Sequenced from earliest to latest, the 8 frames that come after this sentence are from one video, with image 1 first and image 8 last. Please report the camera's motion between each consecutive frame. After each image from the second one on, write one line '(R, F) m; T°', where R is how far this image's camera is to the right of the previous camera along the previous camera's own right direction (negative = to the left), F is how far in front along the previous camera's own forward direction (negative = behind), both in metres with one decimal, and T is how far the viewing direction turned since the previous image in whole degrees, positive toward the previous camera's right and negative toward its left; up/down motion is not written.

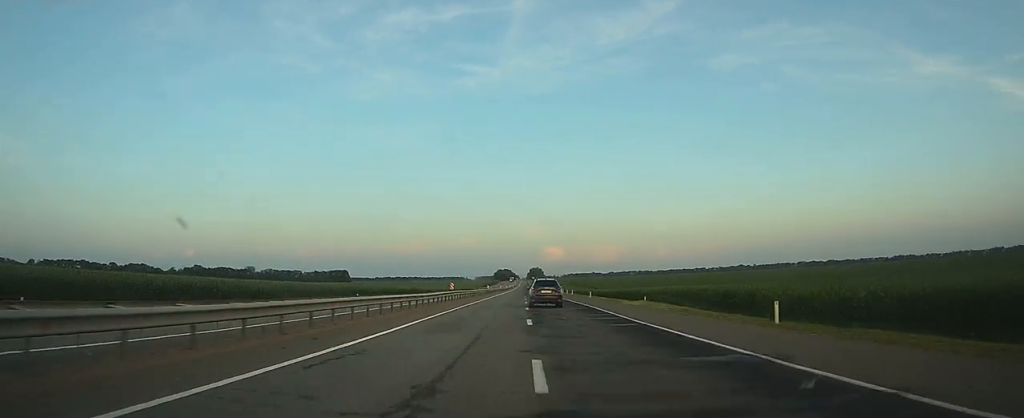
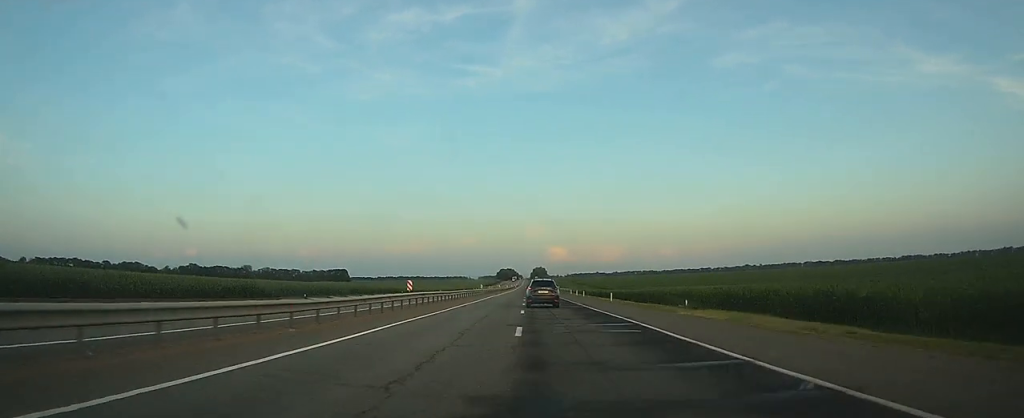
(0.0, +16.5) m; 0°
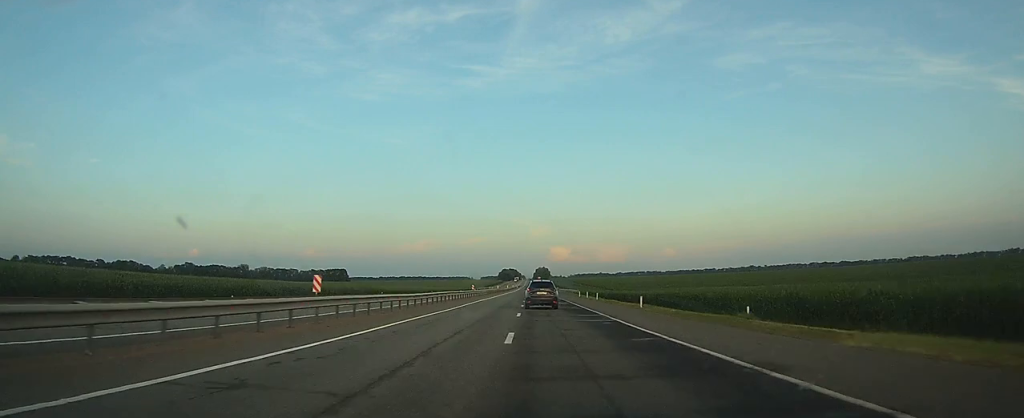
(0.0, +13.5) m; 0°
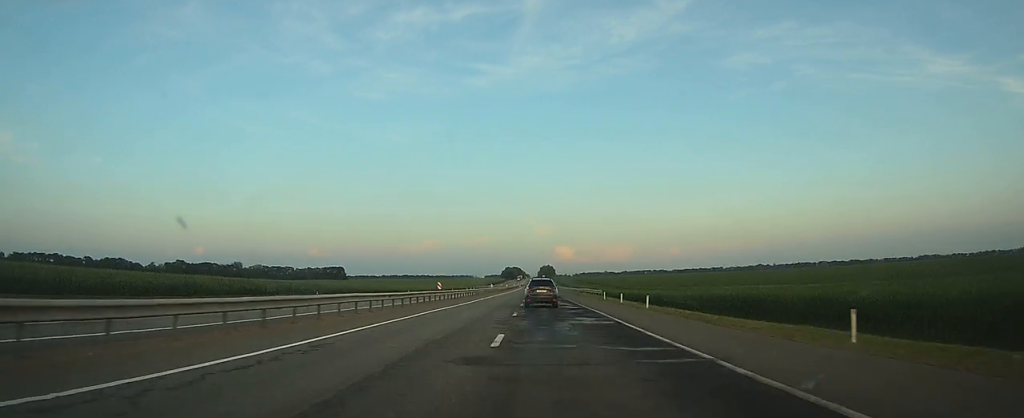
(0.0, +24.9) m; 0°
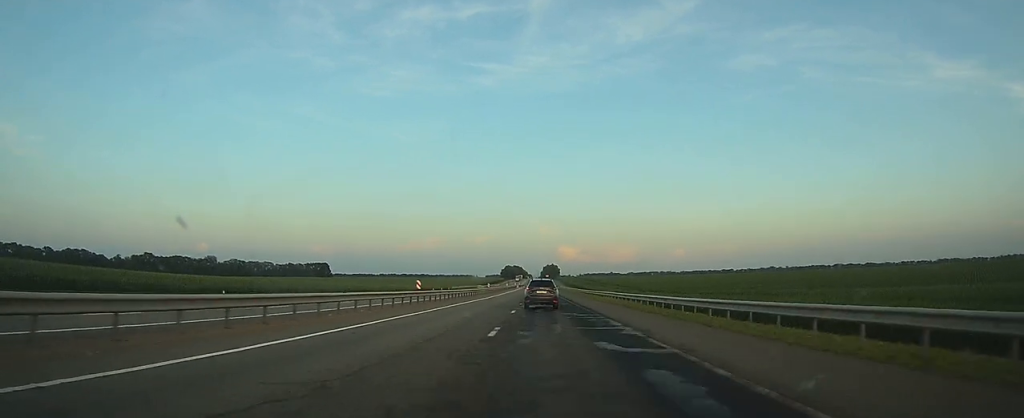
(-0.4, +57.5) m; -1°
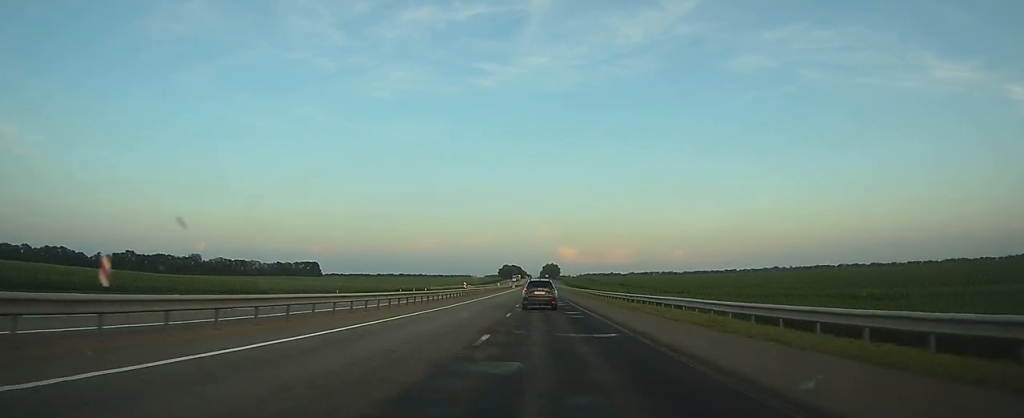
(-0.1, +26.3) m; 0°
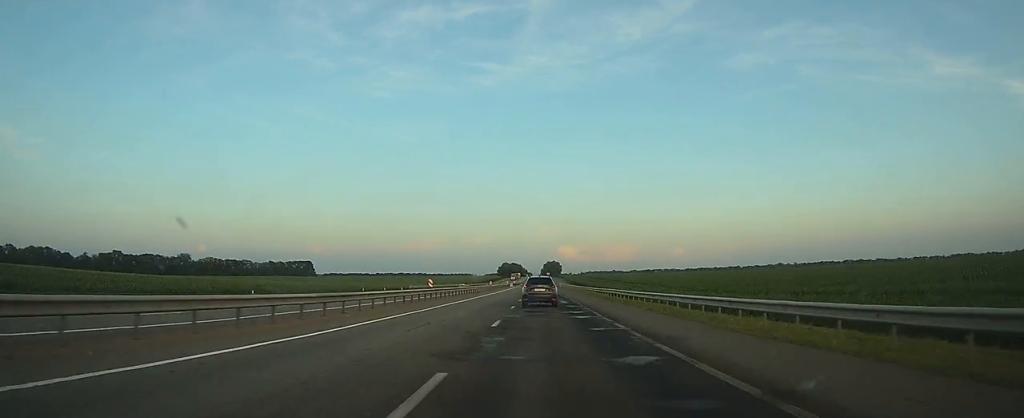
(0.0, +19.0) m; 0°
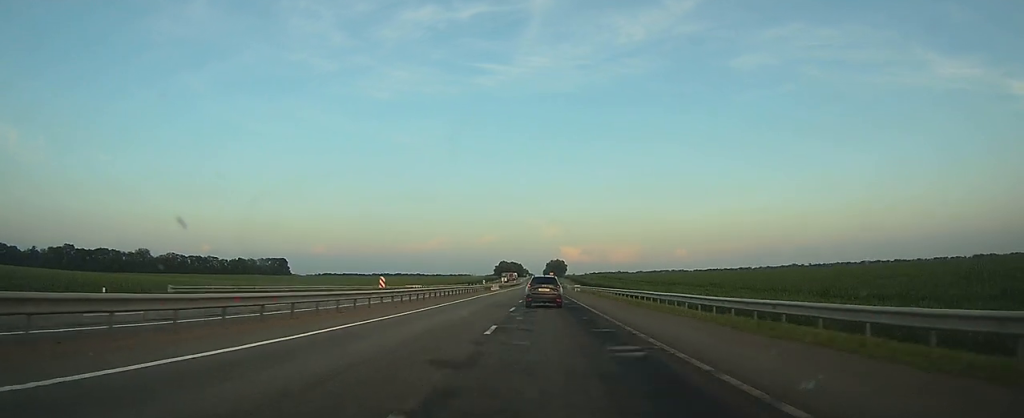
(0.0, +63.0) m; 0°
